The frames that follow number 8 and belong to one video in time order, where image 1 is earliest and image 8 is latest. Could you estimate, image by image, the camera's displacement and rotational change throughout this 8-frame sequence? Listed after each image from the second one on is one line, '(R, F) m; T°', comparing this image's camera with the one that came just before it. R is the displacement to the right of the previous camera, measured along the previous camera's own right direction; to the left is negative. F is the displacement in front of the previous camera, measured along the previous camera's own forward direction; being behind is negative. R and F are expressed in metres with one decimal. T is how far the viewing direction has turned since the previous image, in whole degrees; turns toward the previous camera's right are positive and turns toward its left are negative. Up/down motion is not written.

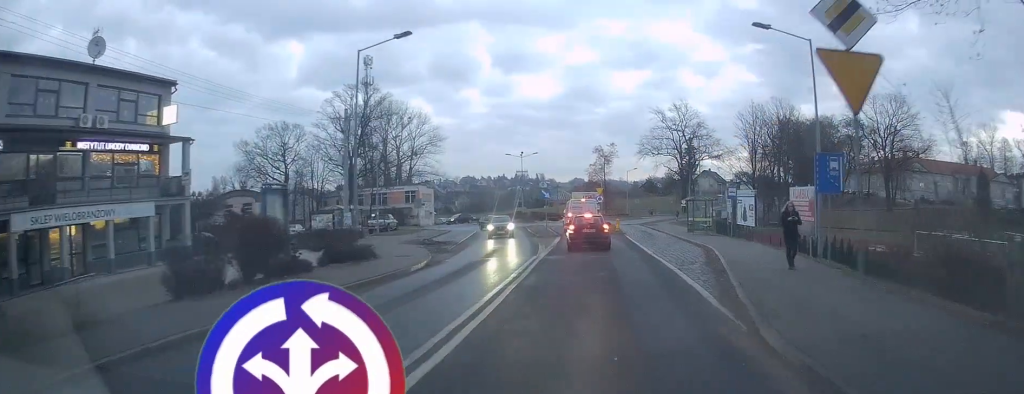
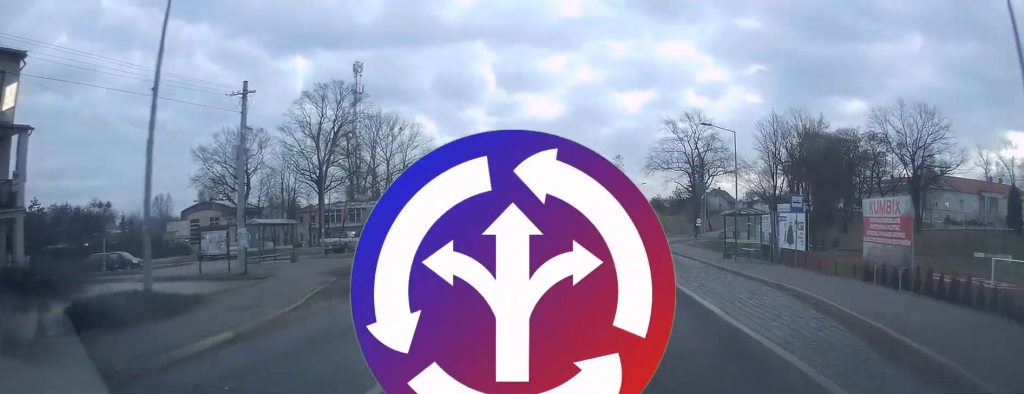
(0.0, +12.6) m; 0°
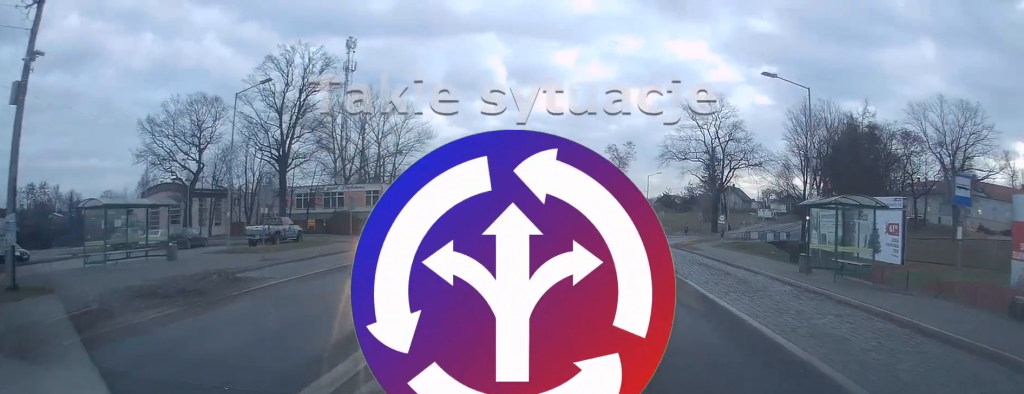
(-0.2, +14.2) m; -2°
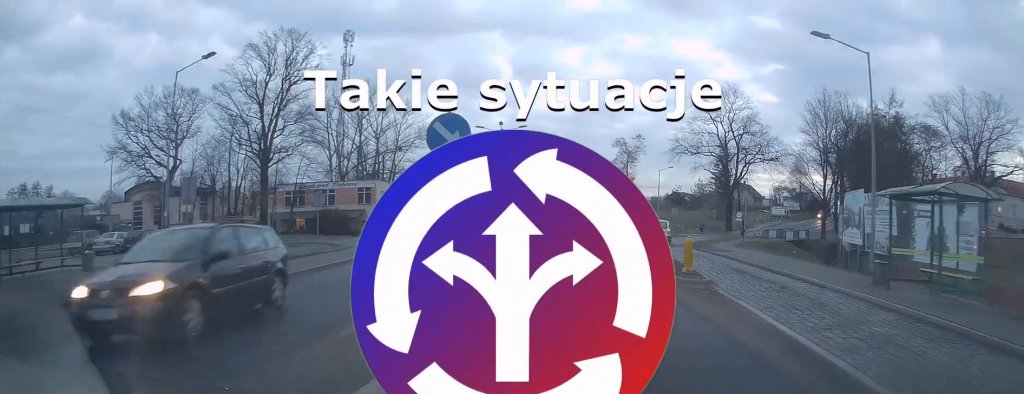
(-0.1, +6.4) m; -1°
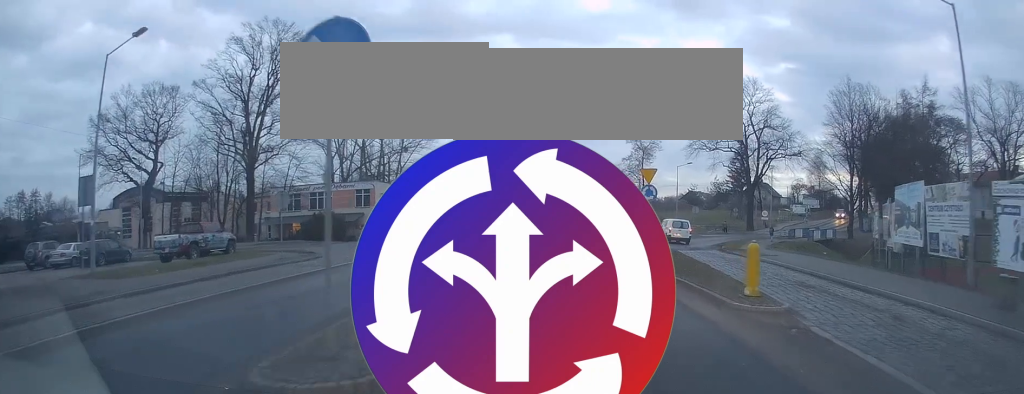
(+0.3, +5.6) m; 0°
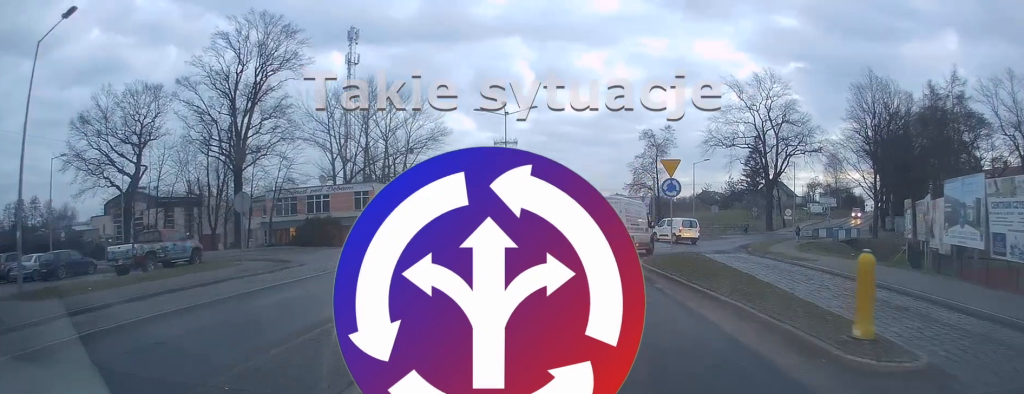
(-0.3, +4.2) m; -1°
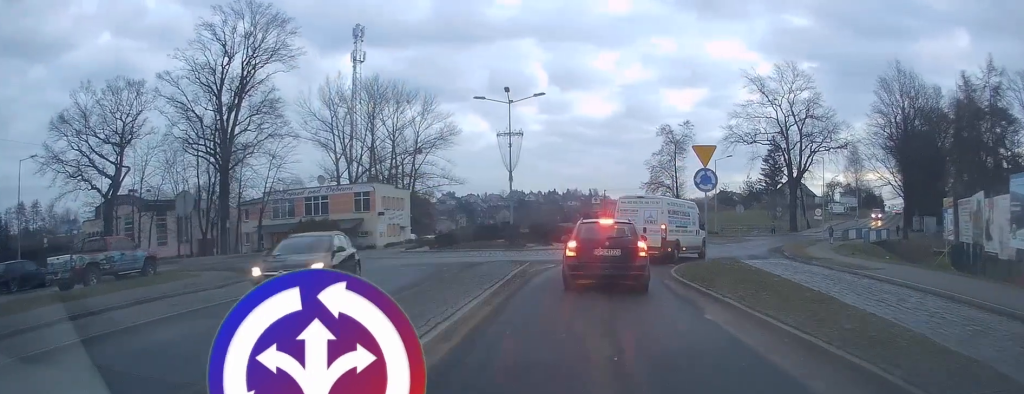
(-0.1, +4.6) m; 0°
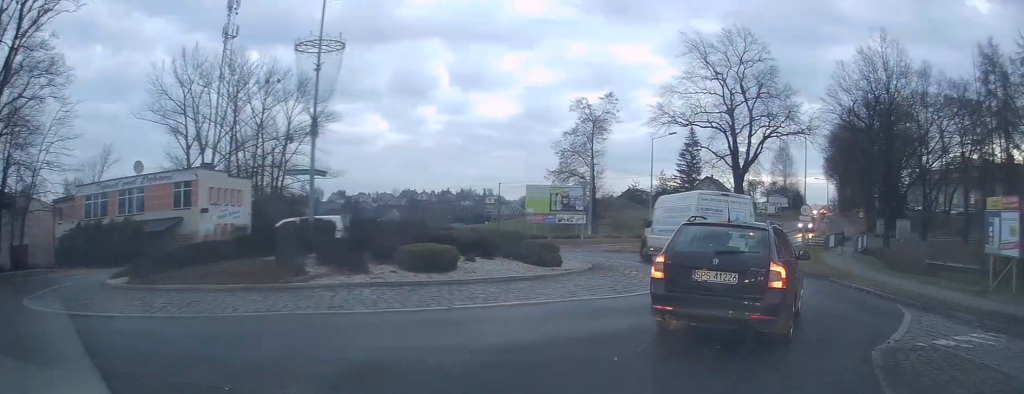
(+0.2, +18.9) m; +3°
